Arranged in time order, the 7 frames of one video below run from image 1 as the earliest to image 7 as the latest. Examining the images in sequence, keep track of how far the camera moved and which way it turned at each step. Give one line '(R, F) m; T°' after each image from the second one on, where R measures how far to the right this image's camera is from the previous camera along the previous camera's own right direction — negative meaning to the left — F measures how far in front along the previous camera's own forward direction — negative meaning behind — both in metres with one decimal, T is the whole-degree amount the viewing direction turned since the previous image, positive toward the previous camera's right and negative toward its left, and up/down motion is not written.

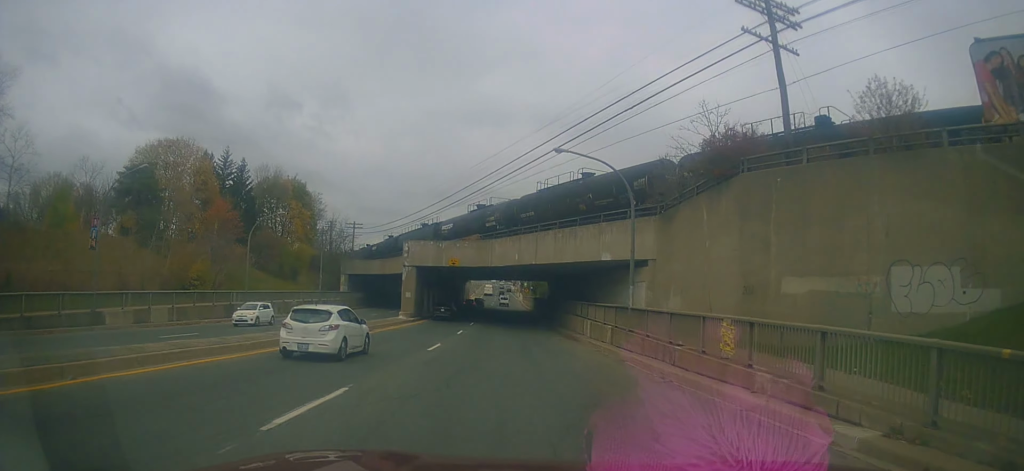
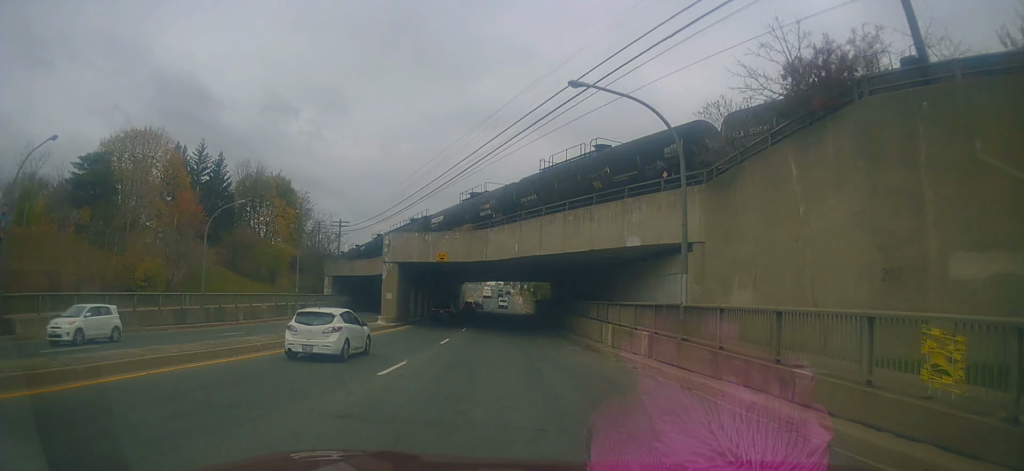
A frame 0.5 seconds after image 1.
(-0.1, +7.5) m; -1°
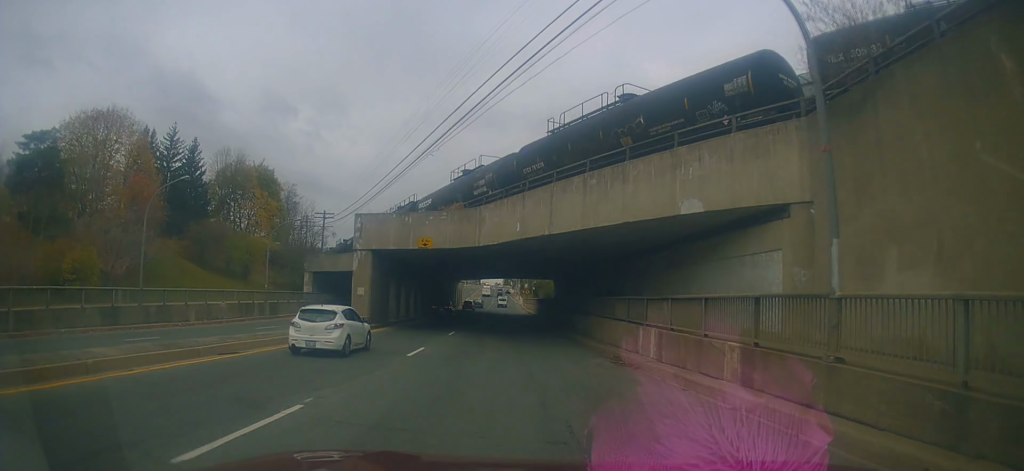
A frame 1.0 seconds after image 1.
(0.0, +8.1) m; 0°
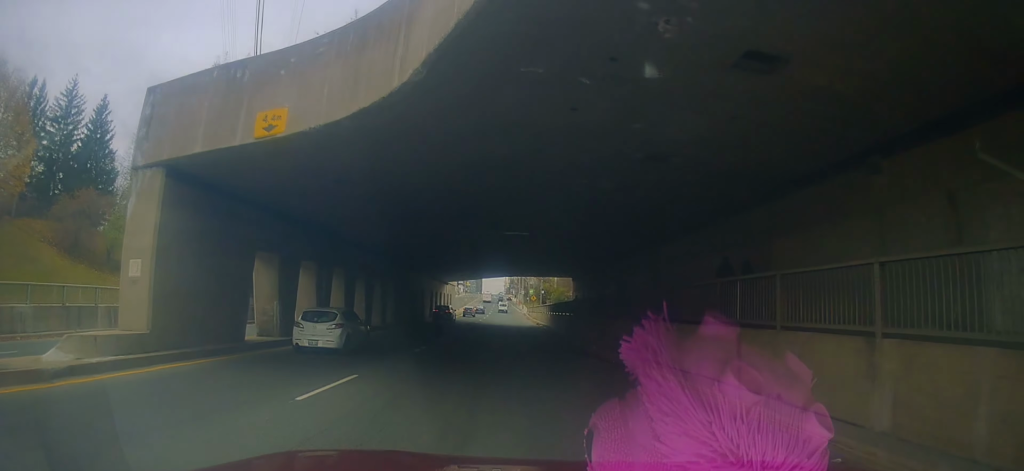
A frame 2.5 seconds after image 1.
(+0.1, +22.5) m; +1°
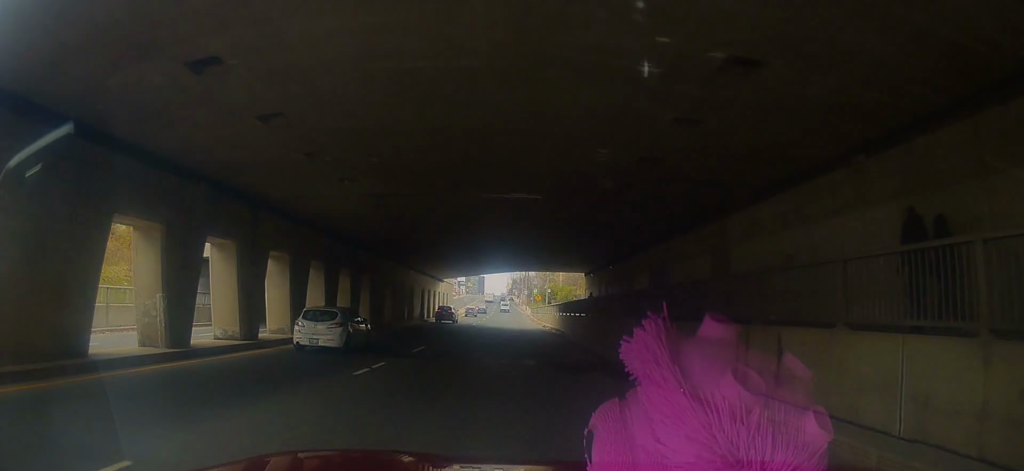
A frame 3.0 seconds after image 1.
(+0.1, +8.0) m; 0°
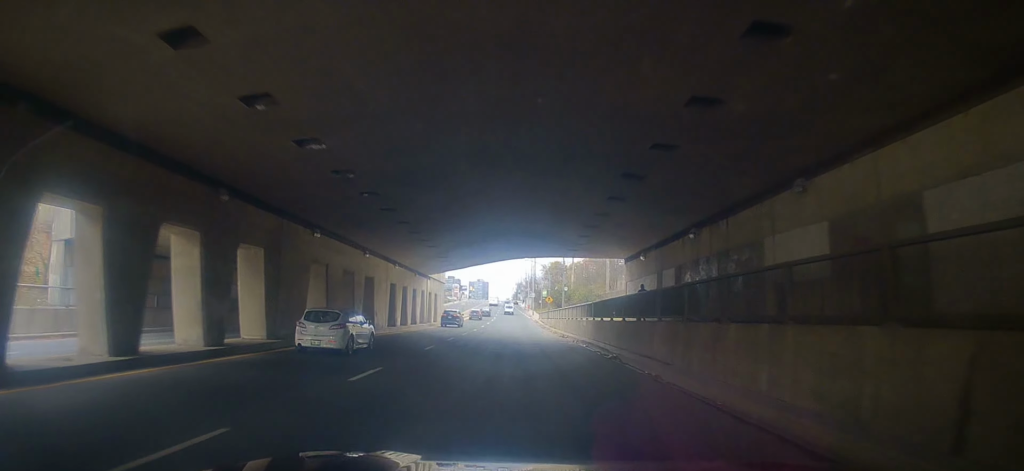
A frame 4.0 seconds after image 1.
(-0.1, +16.1) m; -1°
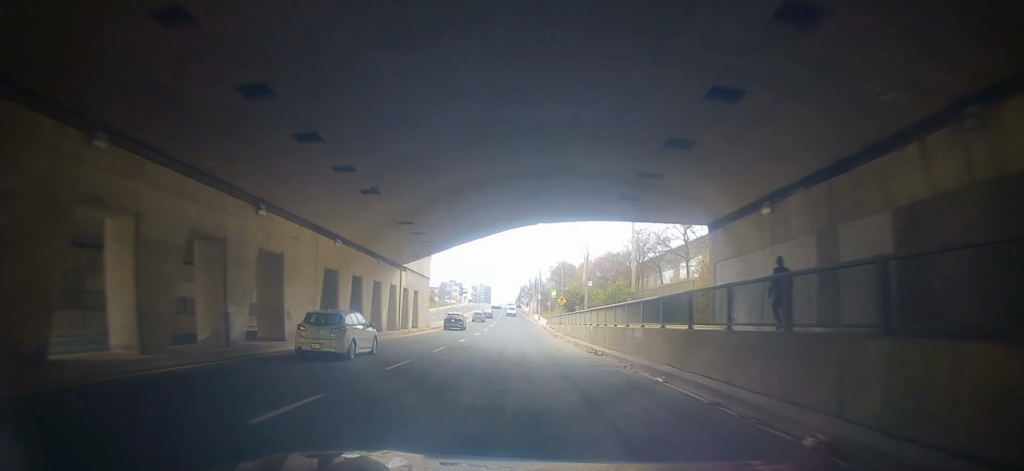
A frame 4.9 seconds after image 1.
(-0.1, +14.5) m; -1°
